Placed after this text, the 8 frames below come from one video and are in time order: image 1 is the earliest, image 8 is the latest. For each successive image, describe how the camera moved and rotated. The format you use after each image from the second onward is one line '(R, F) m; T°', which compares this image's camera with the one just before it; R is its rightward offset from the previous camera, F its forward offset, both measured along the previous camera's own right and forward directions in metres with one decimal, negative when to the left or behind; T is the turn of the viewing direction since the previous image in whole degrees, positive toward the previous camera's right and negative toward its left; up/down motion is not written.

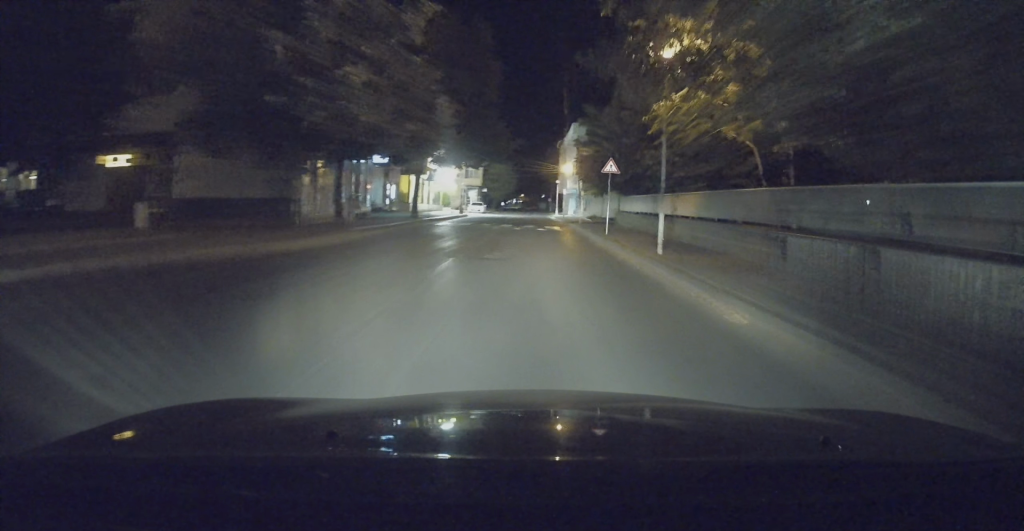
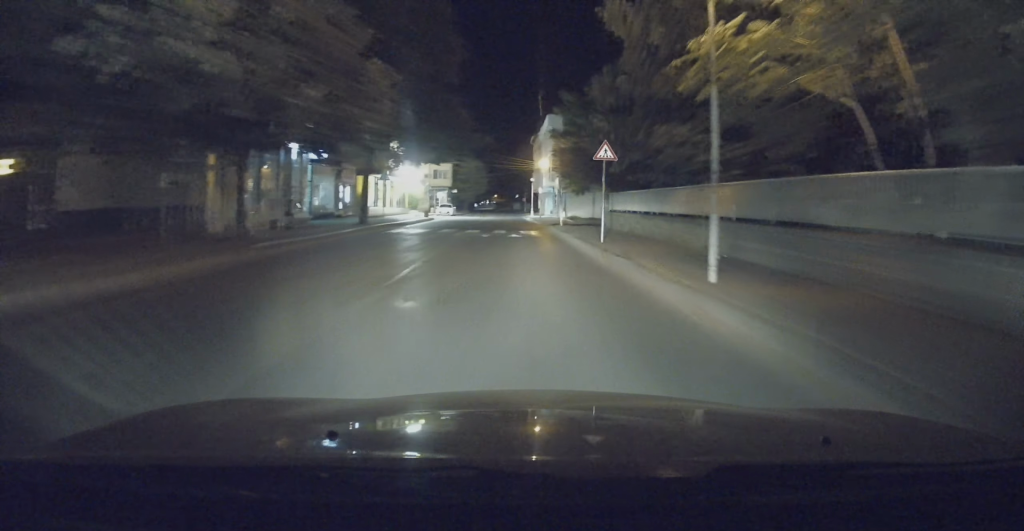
(+0.1, +5.5) m; 0°
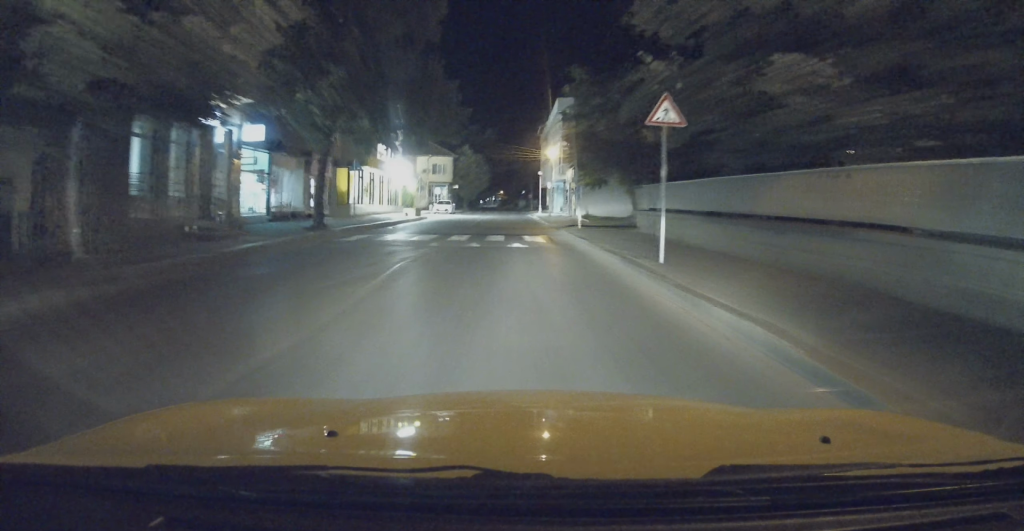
(0.0, +6.5) m; 0°
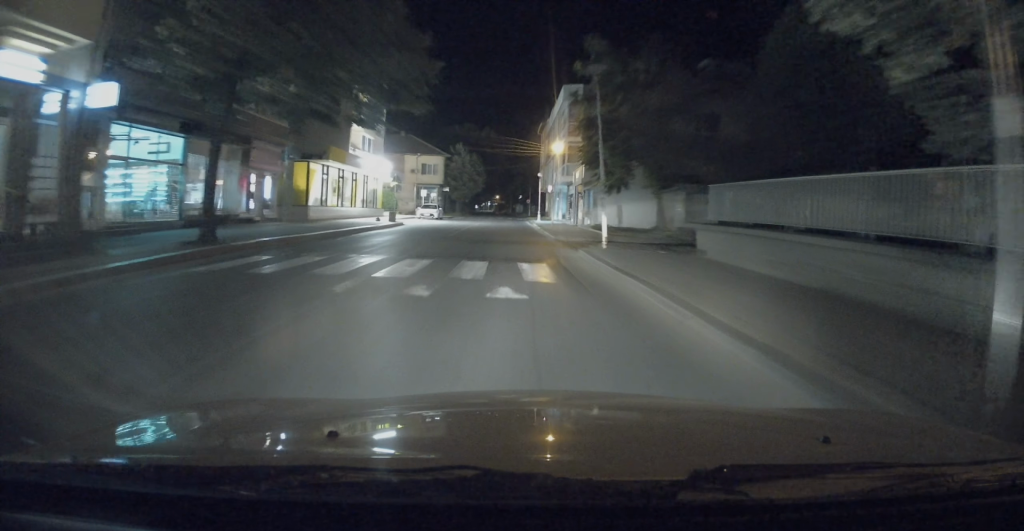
(-0.1, +7.1) m; 0°
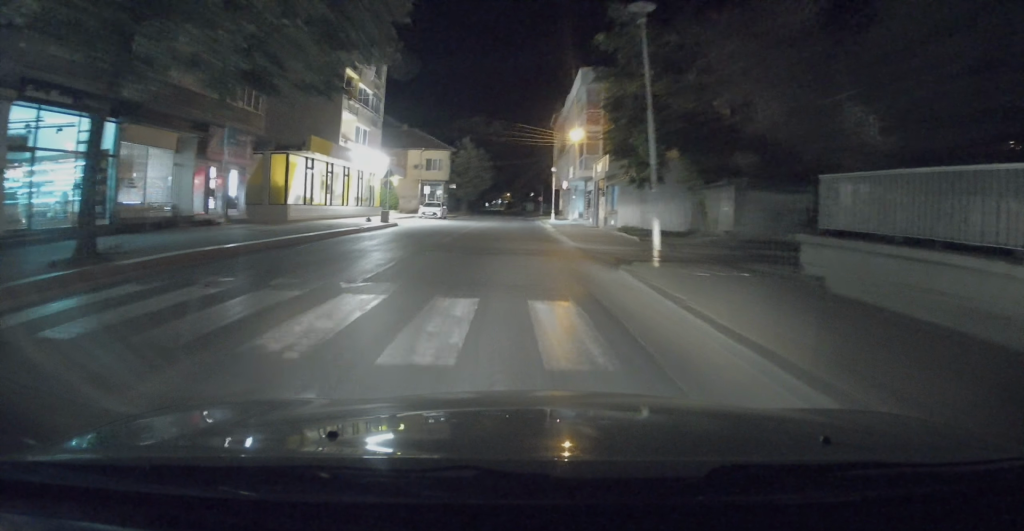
(+0.2, +4.6) m; 0°
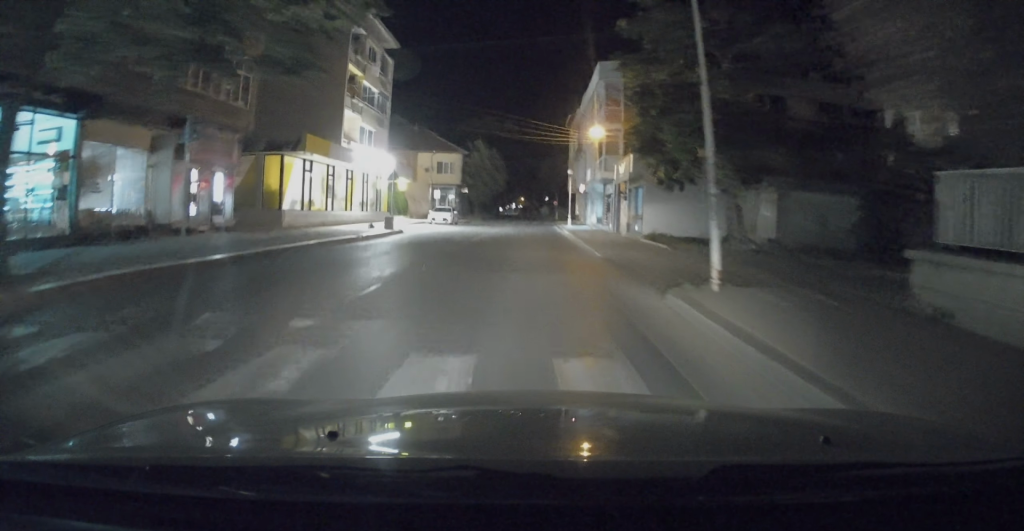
(-0.1, +2.3) m; -4°
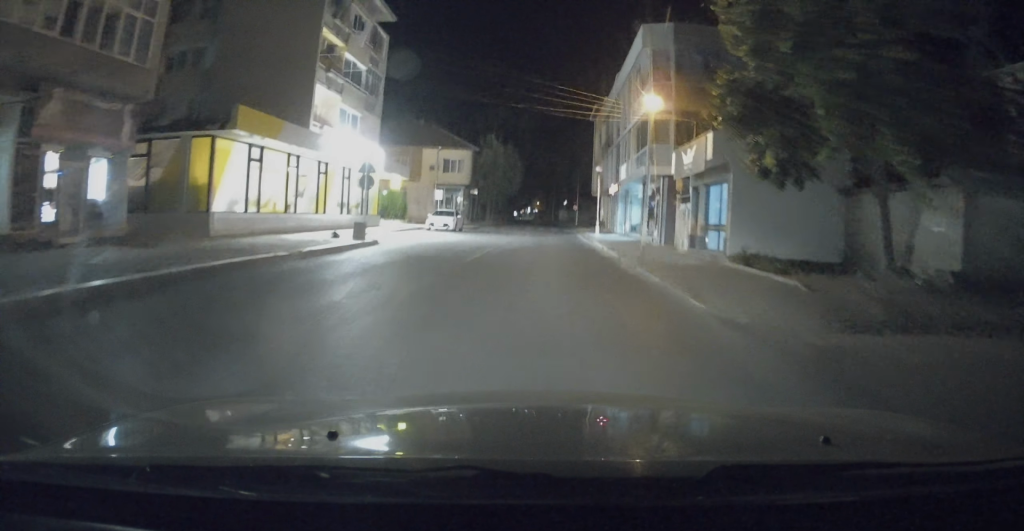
(-0.9, +7.0) m; -12°
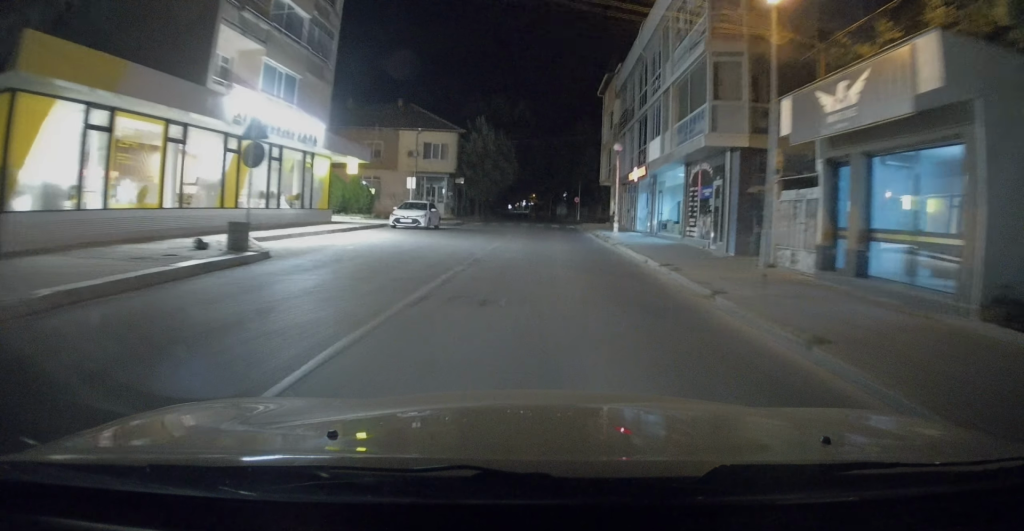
(+0.3, +7.6) m; +6°
